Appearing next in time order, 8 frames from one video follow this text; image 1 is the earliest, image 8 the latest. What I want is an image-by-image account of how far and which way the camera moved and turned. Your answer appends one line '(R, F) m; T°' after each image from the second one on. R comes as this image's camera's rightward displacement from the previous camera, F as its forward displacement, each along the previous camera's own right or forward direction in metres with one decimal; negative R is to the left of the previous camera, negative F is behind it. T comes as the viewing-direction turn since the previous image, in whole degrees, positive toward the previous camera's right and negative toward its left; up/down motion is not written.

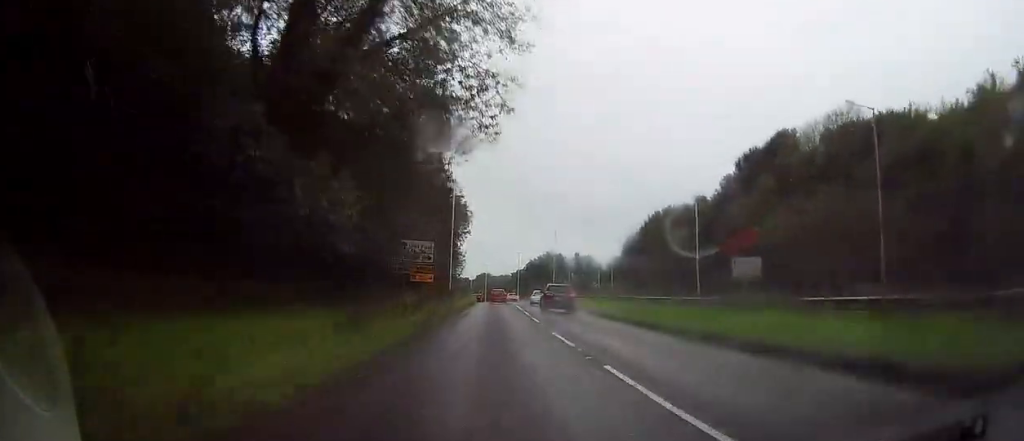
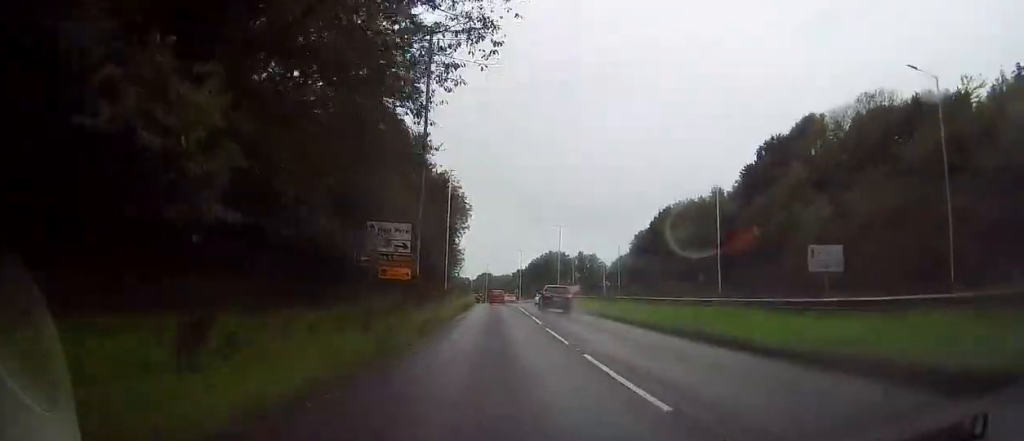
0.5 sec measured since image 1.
(0.0, +7.4) m; 0°
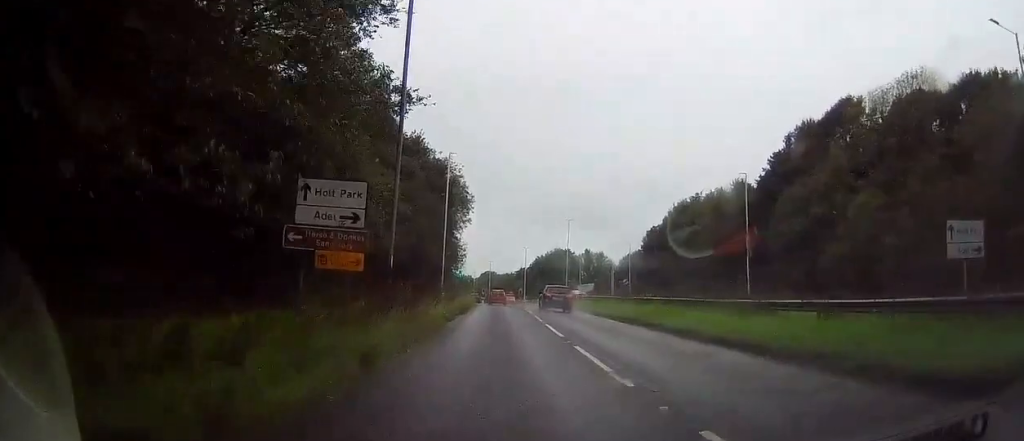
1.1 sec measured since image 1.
(+0.1, +7.4) m; -1°
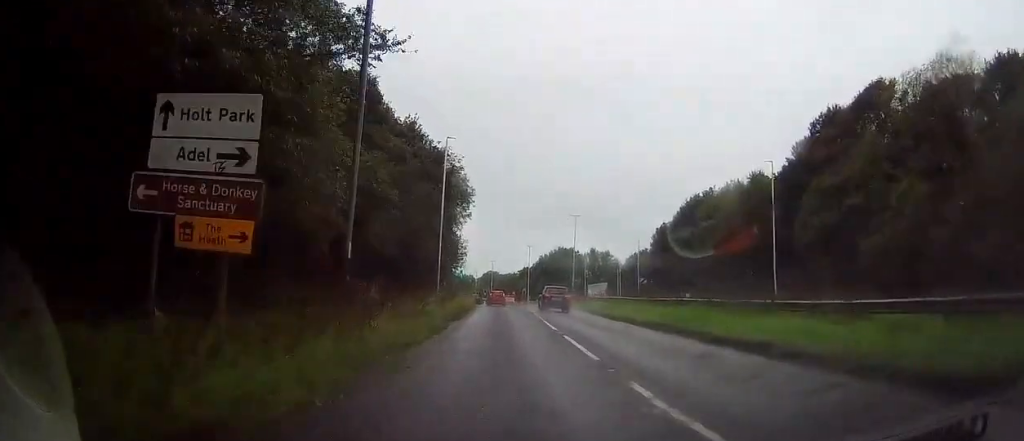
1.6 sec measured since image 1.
(+0.1, +6.0) m; -1°
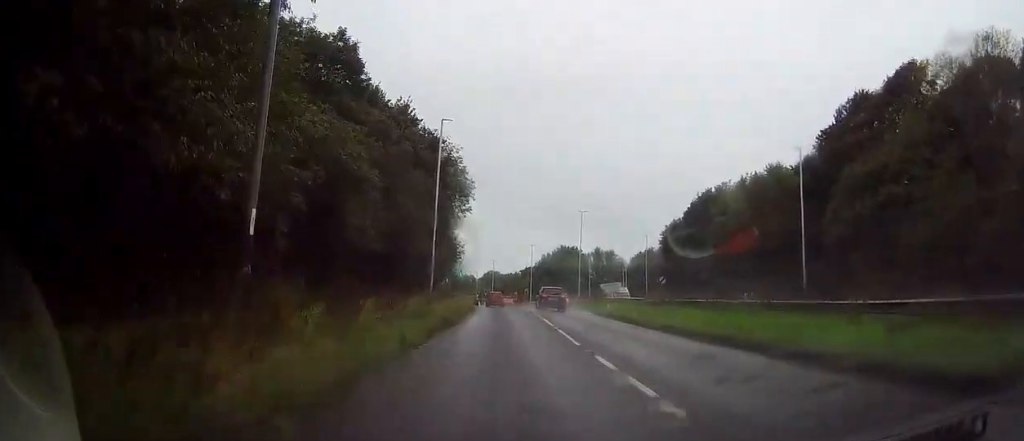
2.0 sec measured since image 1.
(-0.2, +5.7) m; -1°
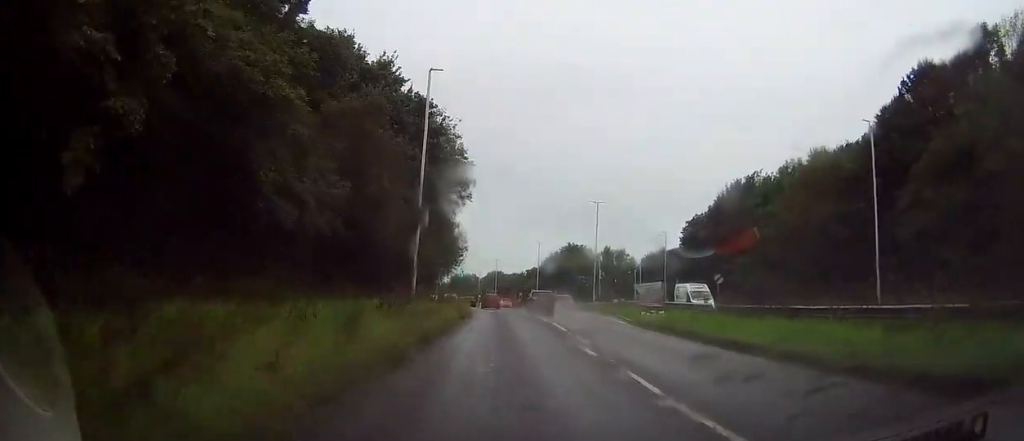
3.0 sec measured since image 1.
(-0.1, +10.9) m; +1°
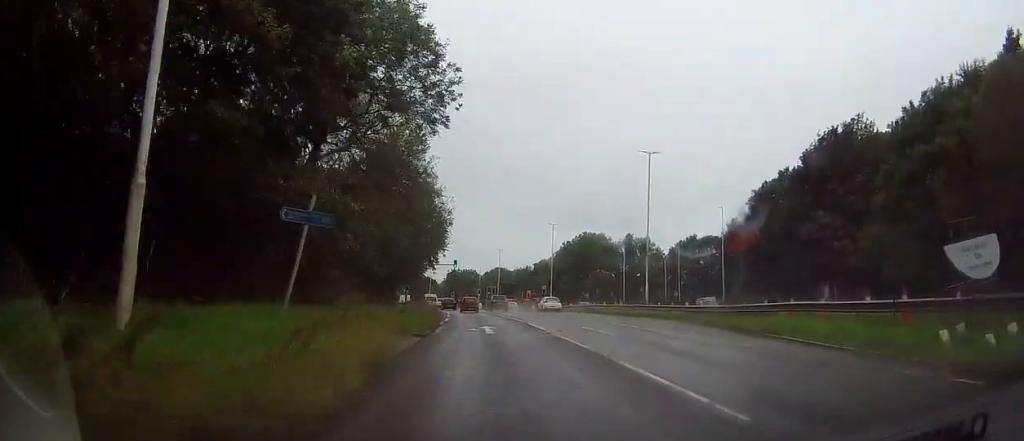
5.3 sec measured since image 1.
(+0.6, +26.2) m; -1°
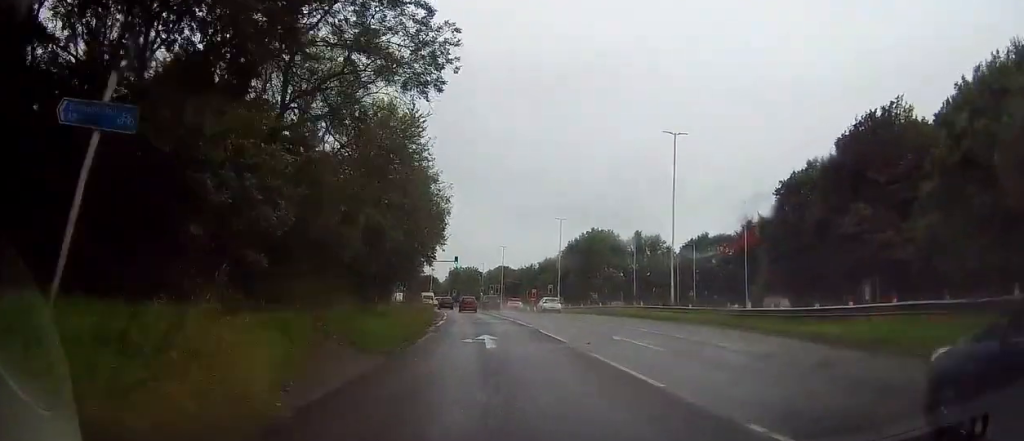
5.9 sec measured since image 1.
(0.0, +6.4) m; +1°
